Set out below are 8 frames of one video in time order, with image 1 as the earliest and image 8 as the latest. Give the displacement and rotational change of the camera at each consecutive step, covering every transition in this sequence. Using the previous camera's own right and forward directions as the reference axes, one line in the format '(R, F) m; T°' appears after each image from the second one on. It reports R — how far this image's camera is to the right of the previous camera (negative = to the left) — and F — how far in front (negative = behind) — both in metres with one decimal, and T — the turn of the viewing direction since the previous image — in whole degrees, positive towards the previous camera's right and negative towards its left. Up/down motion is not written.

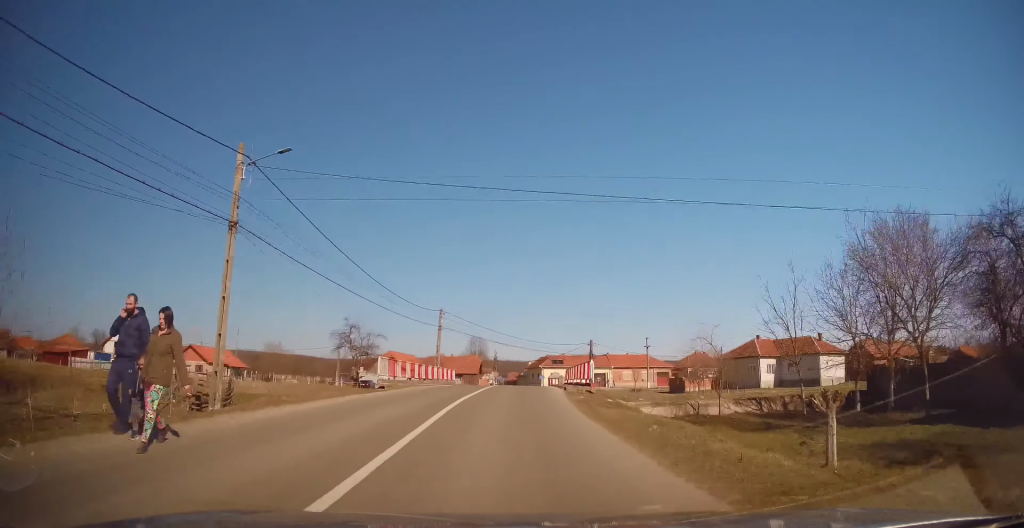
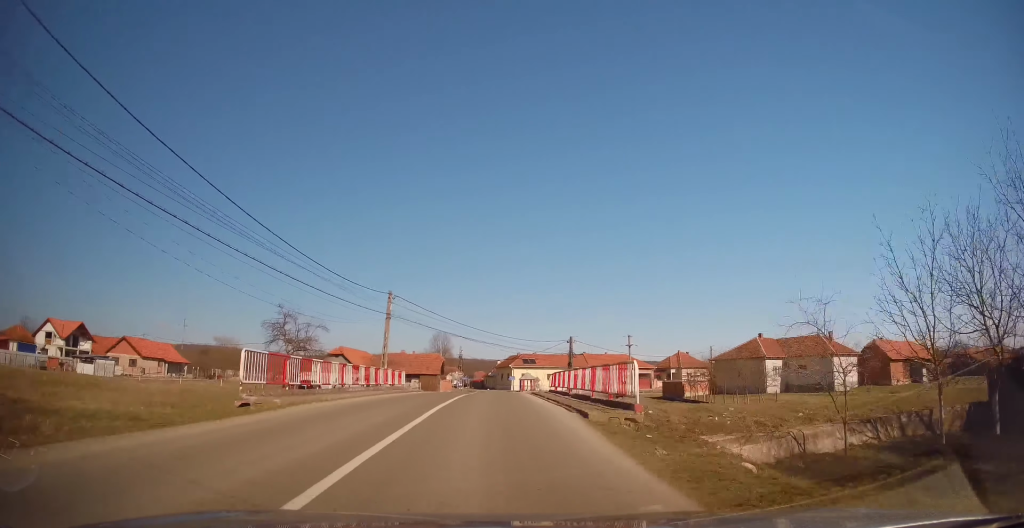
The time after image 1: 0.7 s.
(+0.7, +10.8) m; +6°
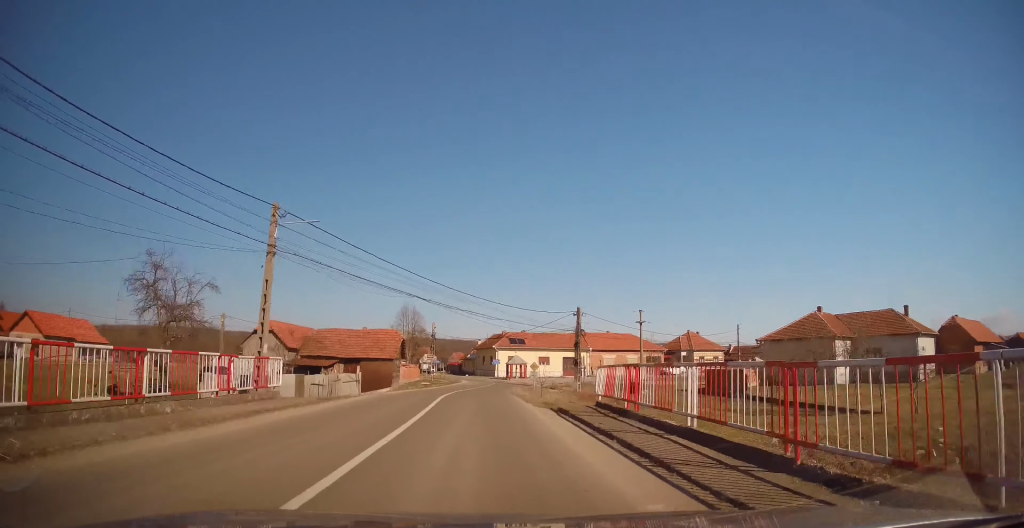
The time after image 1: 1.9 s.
(+0.7, +19.3) m; +3°
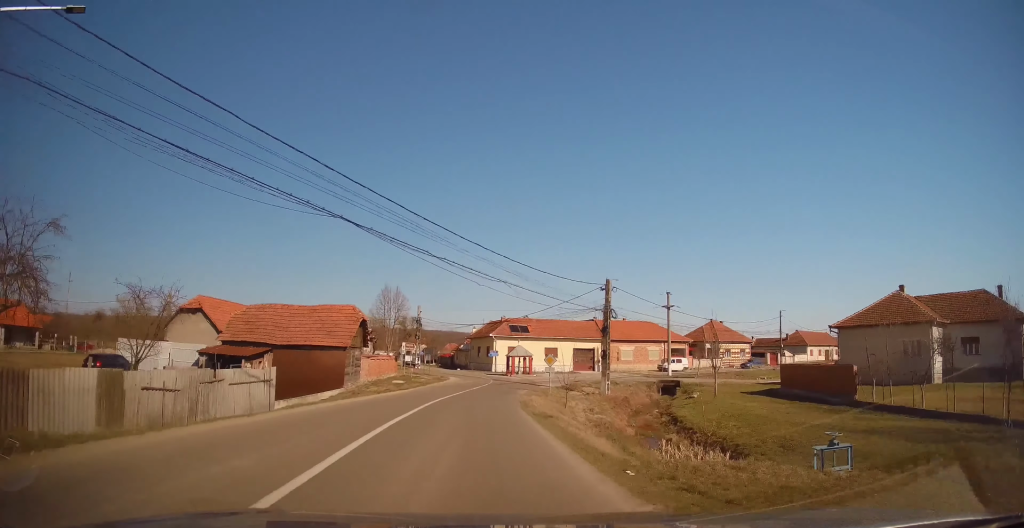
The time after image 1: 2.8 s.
(+0.2, +15.0) m; 0°
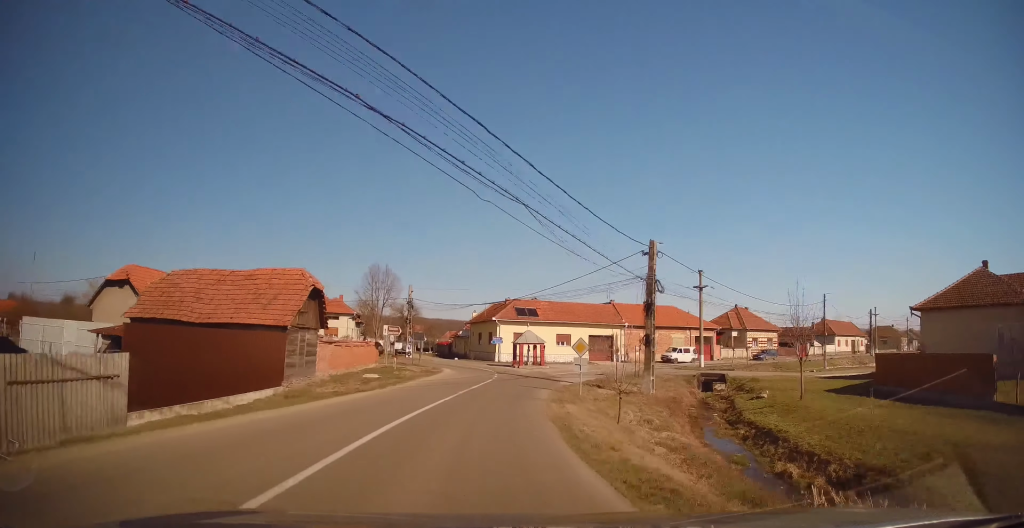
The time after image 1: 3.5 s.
(-0.3, +10.4) m; +2°
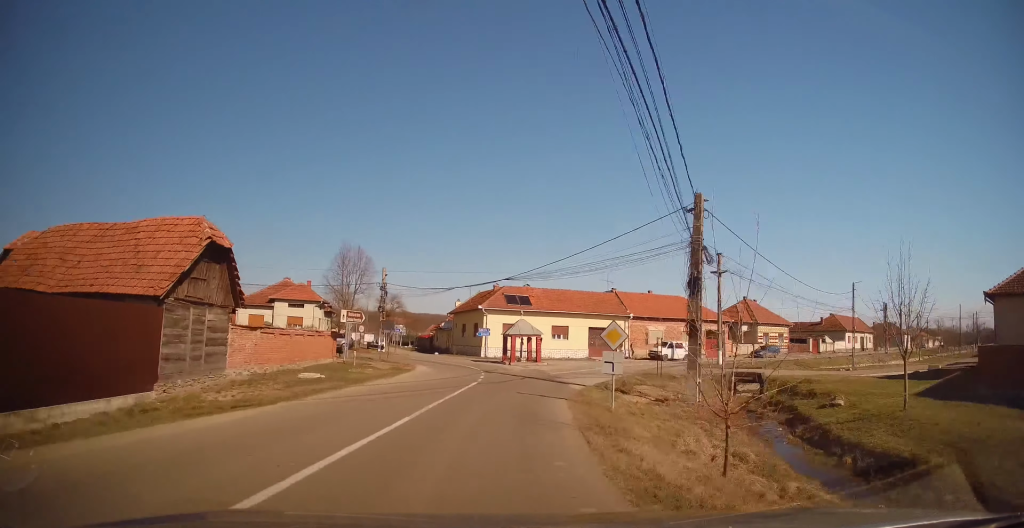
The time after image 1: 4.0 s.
(+0.3, +8.1) m; +5°
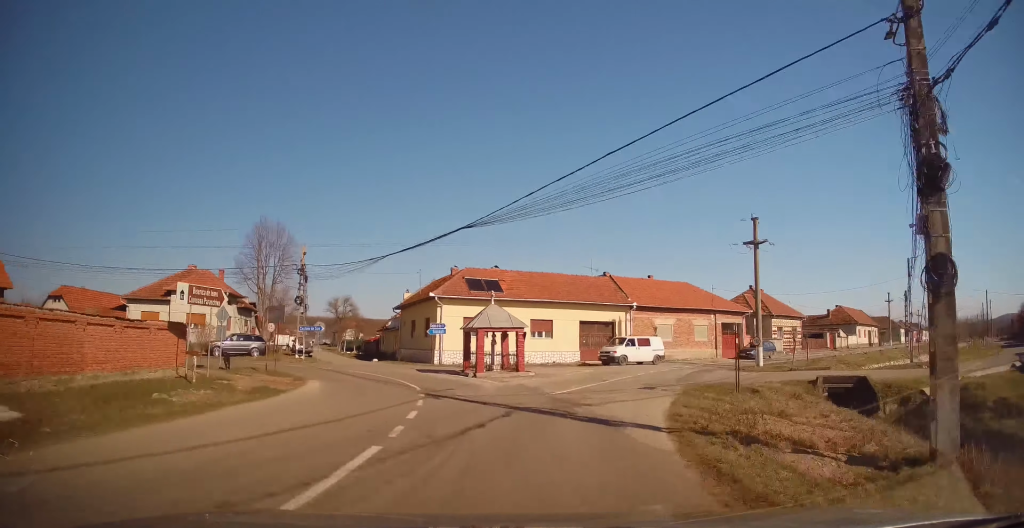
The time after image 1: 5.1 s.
(+1.6, +14.2) m; +2°
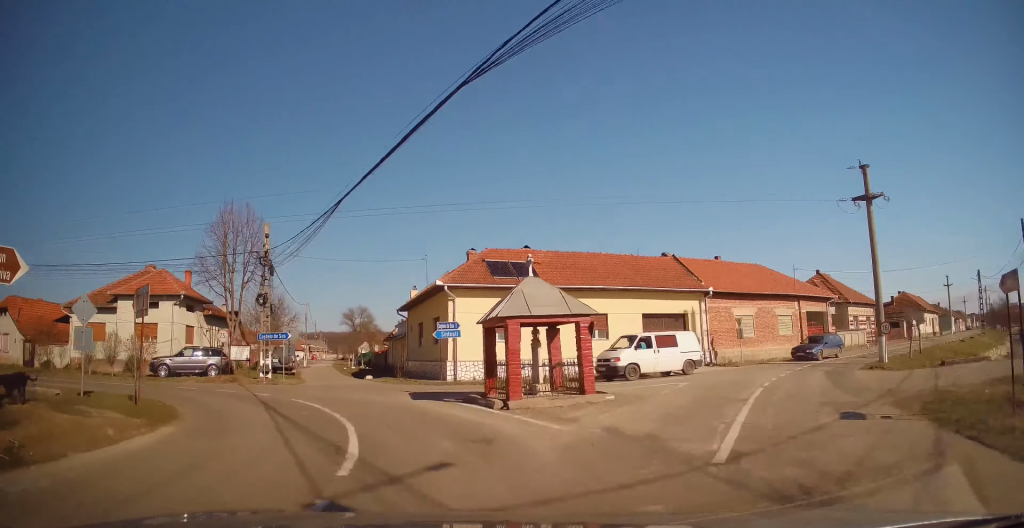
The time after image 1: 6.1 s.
(-1.0, +11.0) m; -13°
